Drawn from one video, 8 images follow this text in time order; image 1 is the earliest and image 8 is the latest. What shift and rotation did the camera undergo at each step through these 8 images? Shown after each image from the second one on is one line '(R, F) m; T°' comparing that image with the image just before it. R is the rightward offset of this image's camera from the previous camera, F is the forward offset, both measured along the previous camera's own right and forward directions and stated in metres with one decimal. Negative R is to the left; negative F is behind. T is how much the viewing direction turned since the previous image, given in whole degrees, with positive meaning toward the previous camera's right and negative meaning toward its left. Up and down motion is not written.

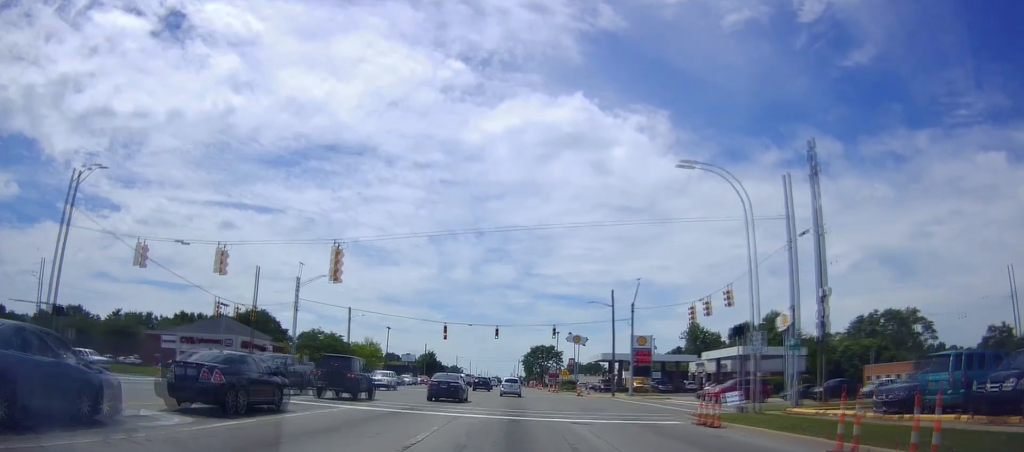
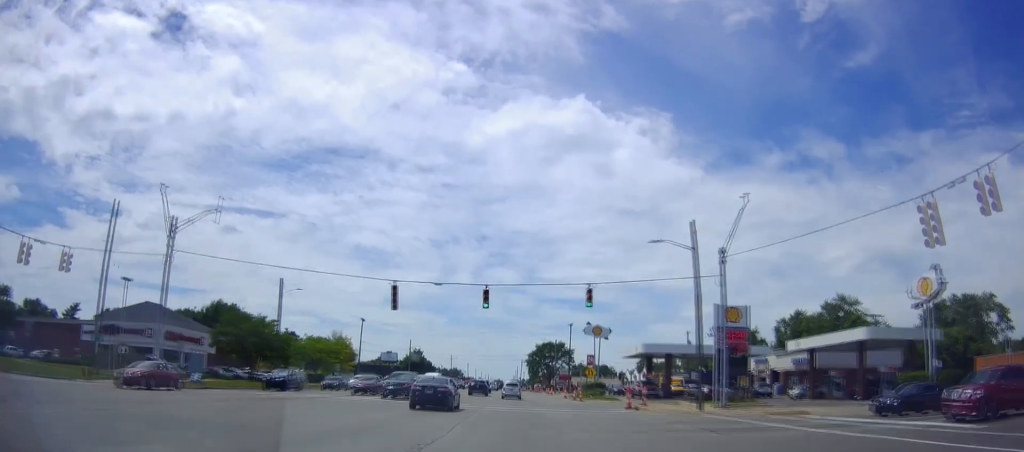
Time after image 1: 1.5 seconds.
(+0.5, +26.3) m; +2°
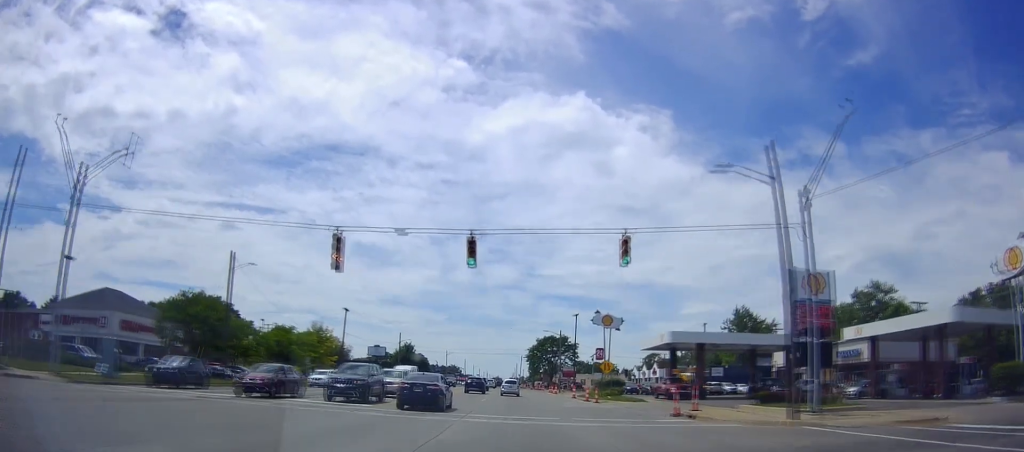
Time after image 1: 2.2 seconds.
(+0.1, +10.8) m; 0°
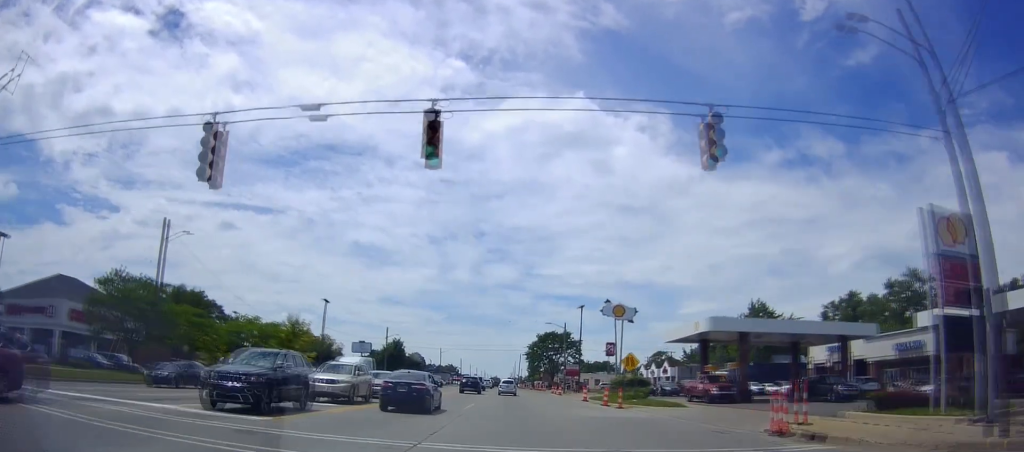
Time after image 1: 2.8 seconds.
(-0.2, +10.3) m; -1°
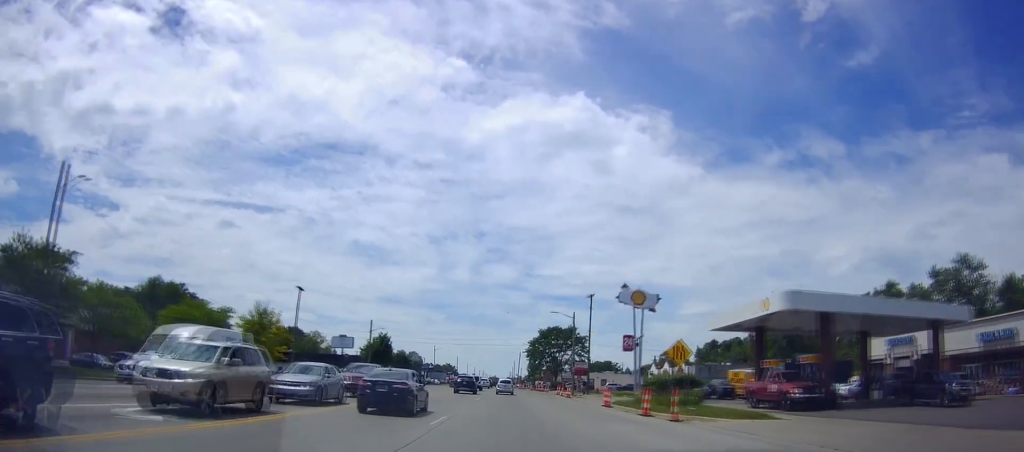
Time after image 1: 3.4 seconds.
(-0.1, +11.6) m; 0°
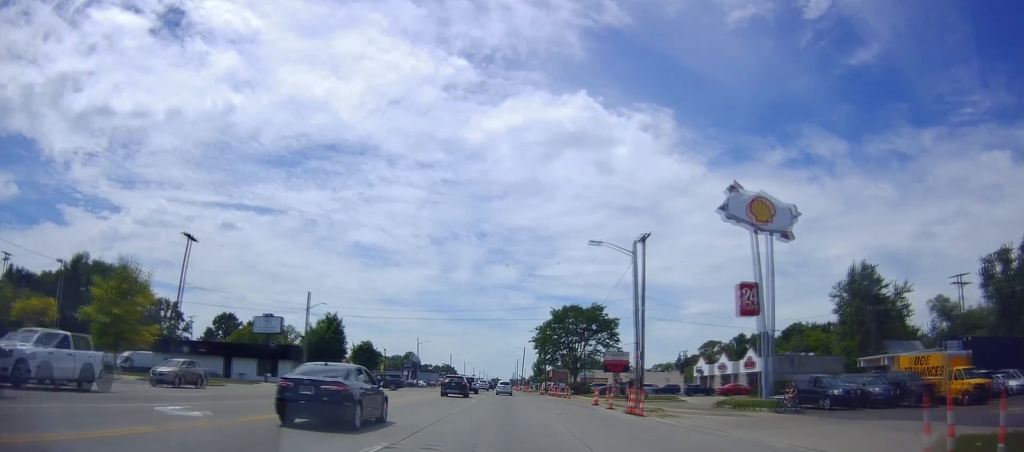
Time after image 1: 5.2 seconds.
(+0.1, +31.4) m; 0°
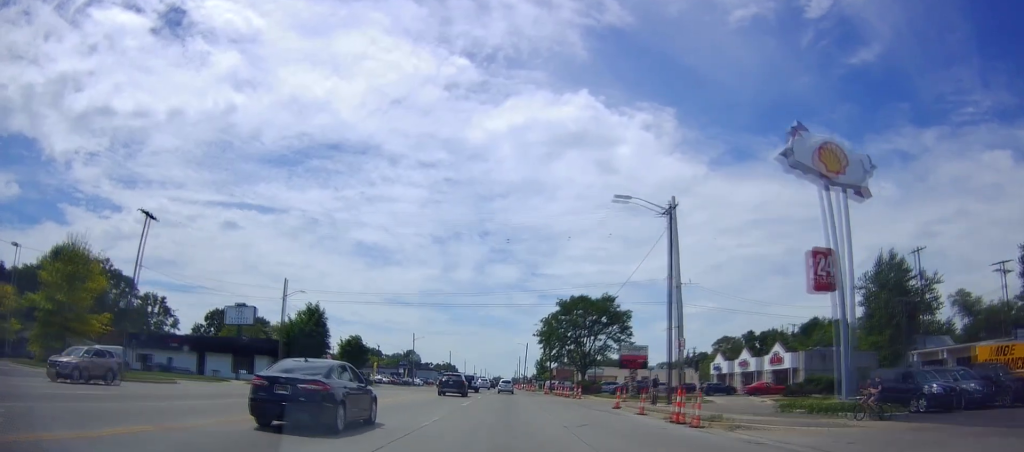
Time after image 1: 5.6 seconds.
(-0.1, +7.7) m; +1°
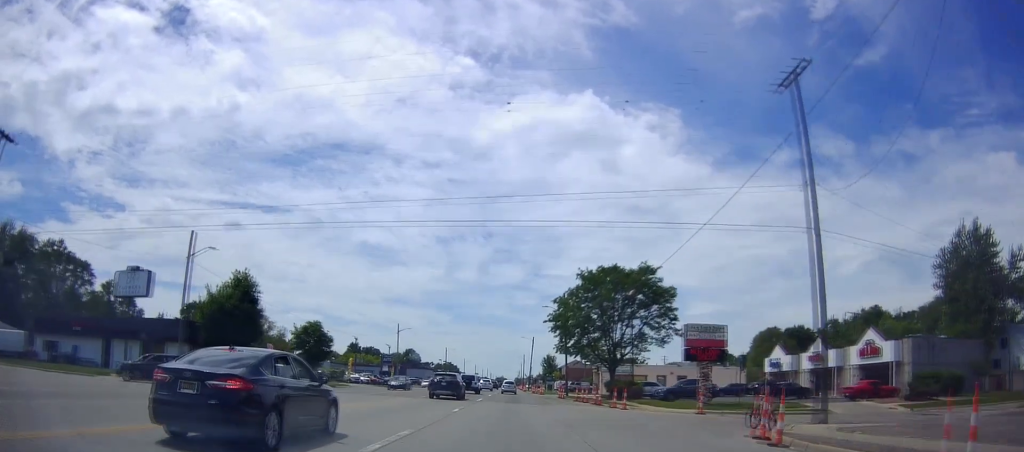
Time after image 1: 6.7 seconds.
(+0.4, +19.7) m; +1°
